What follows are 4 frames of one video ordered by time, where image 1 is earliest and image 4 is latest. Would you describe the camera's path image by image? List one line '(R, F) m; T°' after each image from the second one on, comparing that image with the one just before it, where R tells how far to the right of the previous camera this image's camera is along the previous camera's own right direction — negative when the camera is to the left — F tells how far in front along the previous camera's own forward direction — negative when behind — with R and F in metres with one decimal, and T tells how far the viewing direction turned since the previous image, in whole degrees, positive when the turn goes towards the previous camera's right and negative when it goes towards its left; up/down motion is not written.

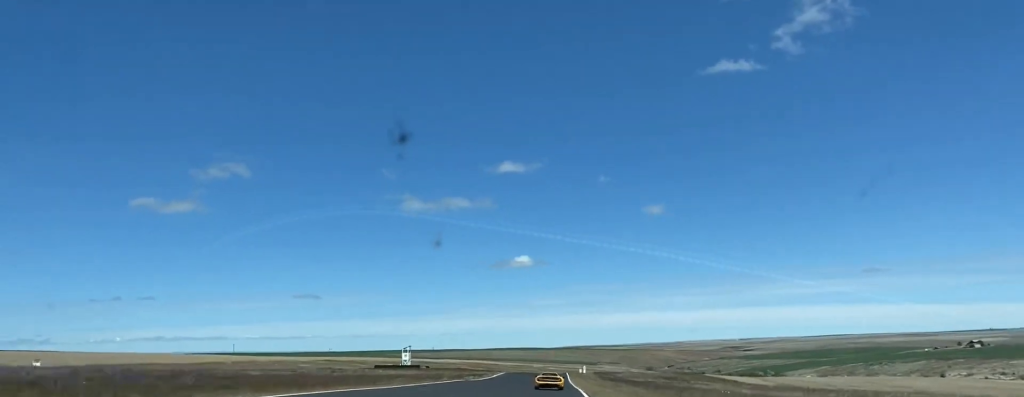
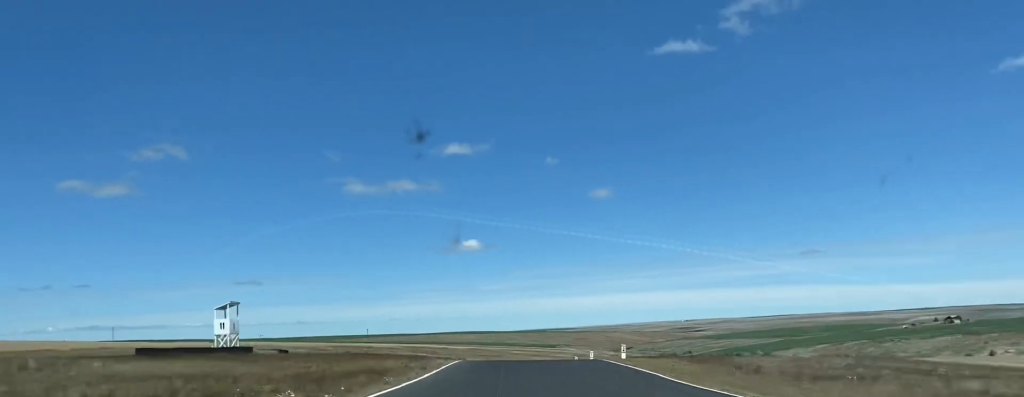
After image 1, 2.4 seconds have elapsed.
(+2.7, +88.0) m; +5°
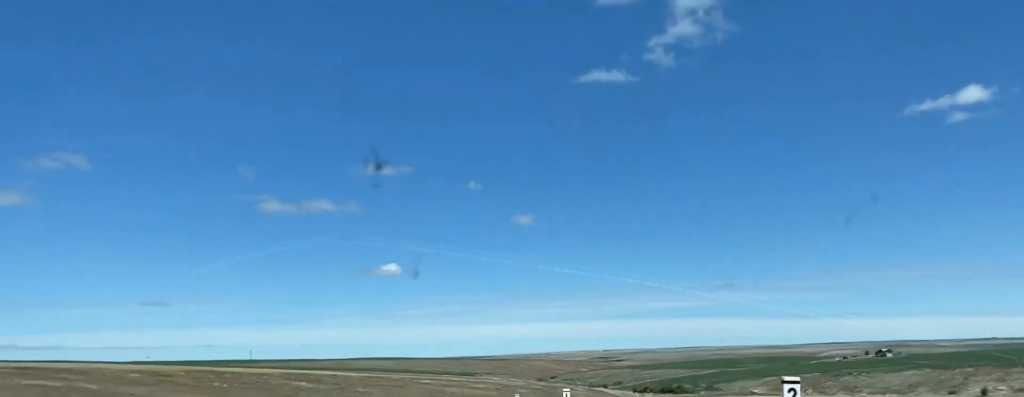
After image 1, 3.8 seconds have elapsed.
(+2.6, +54.8) m; +4°
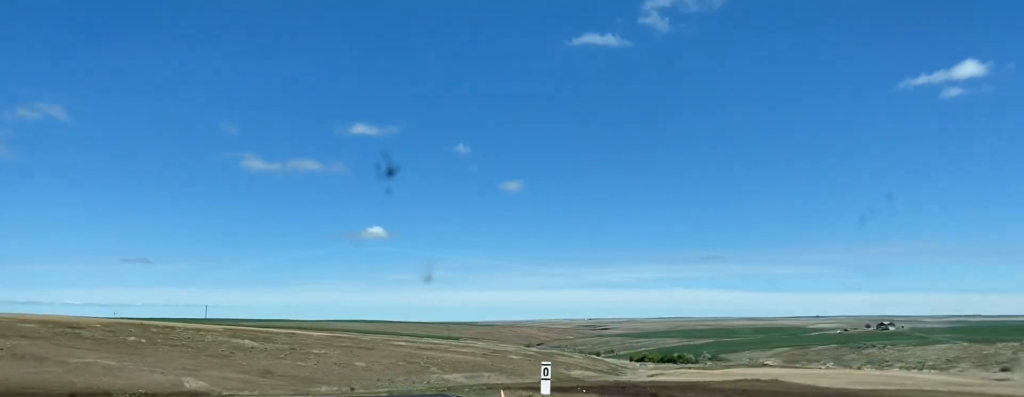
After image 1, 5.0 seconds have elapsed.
(+0.4, +41.1) m; 0°
